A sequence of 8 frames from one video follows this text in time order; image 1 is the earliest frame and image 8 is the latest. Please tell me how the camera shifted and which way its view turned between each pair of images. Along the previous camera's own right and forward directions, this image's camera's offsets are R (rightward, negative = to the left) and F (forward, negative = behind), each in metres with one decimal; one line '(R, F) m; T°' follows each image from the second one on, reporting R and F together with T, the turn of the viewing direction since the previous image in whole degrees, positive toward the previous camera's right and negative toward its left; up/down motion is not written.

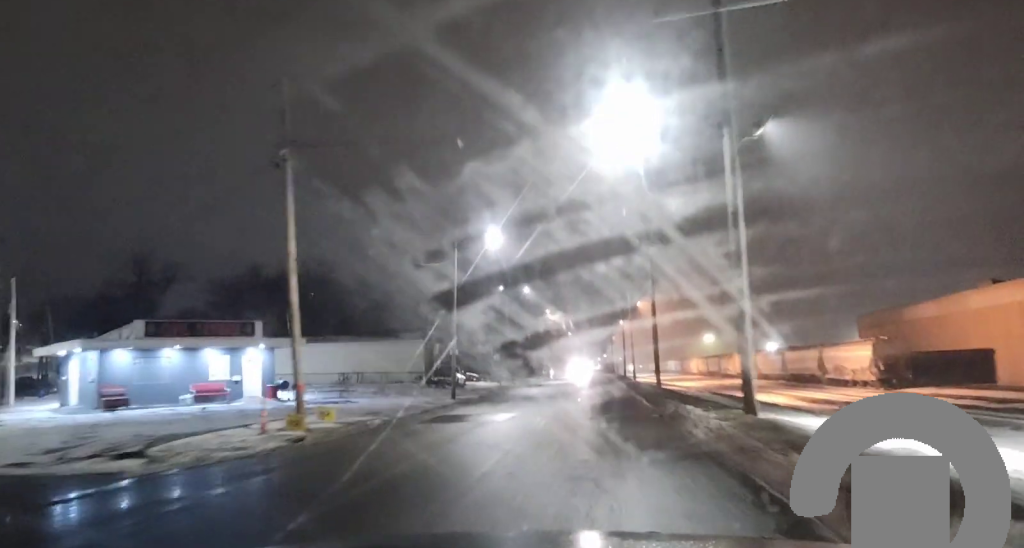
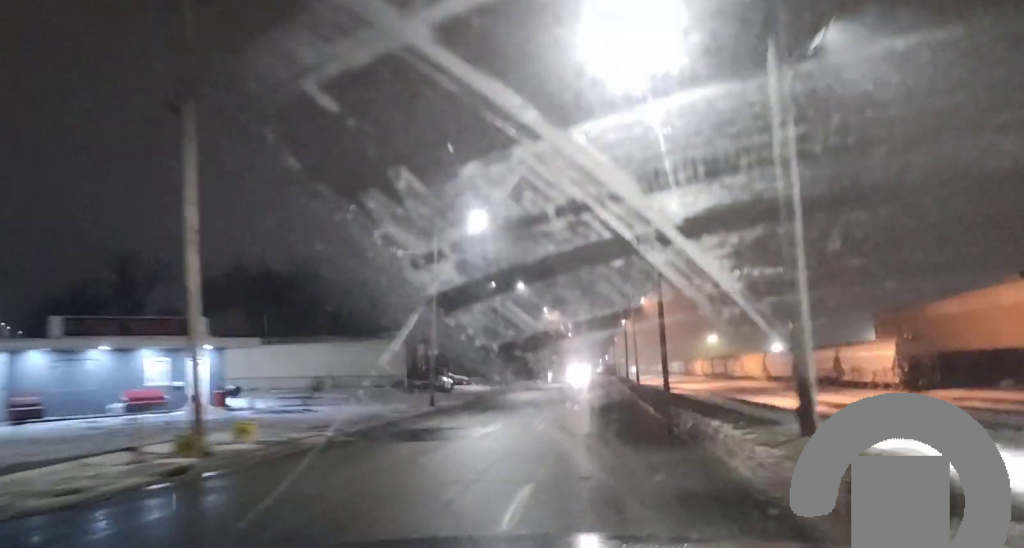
(+0.2, +5.7) m; 0°
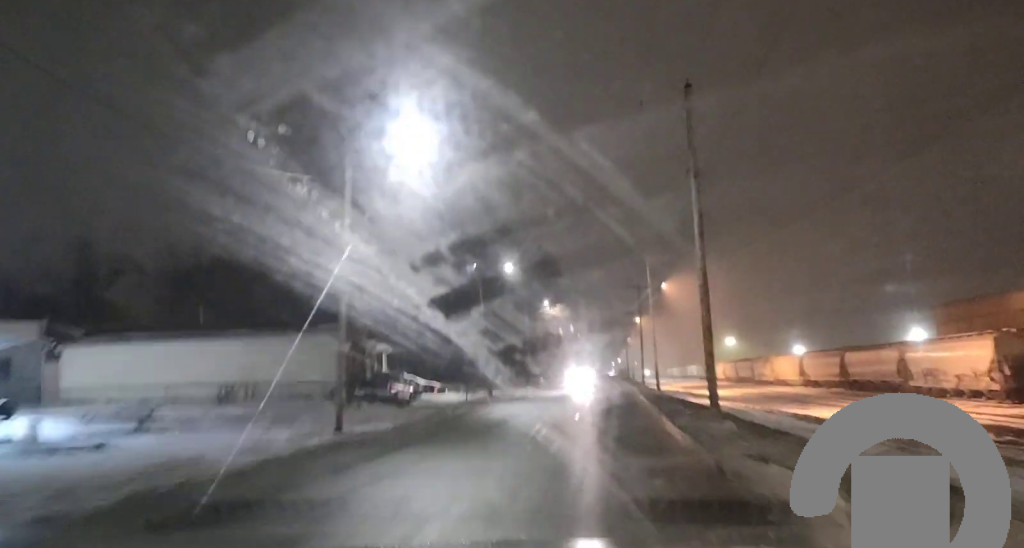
(-0.4, +15.7) m; -4°
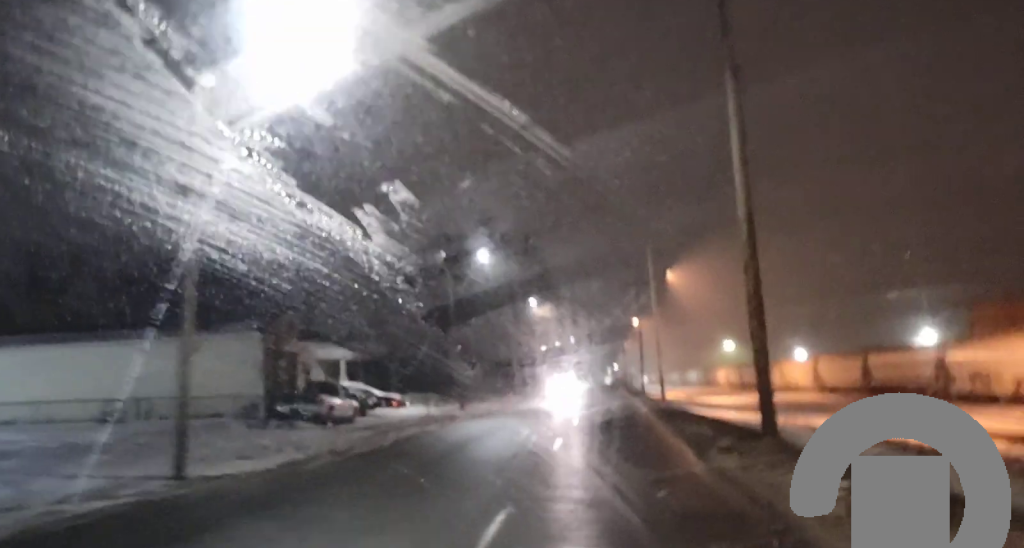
(-0.1, +9.4) m; +2°
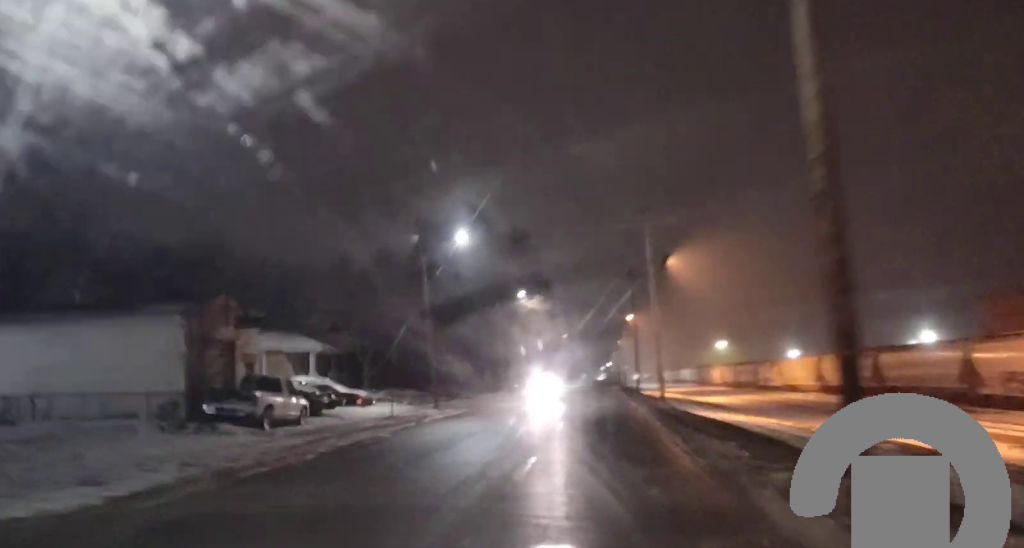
(+0.2, +6.5) m; 0°
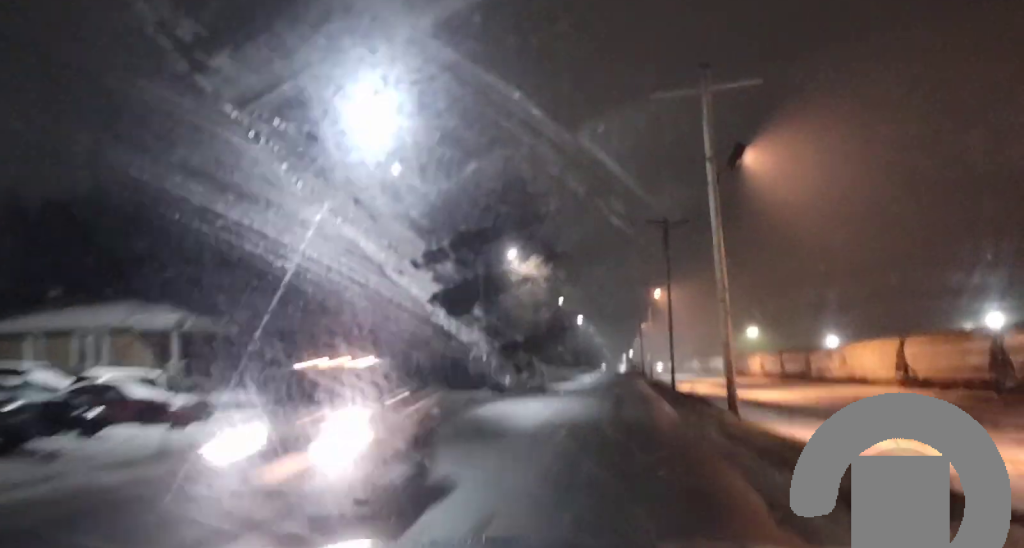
(-0.7, +19.3) m; -3°
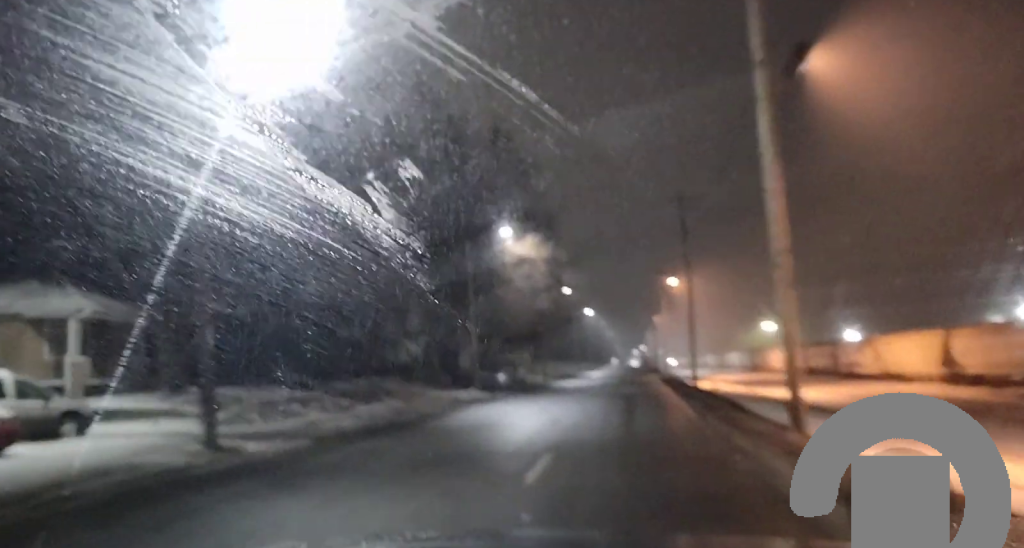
(+0.4, +7.4) m; +1°
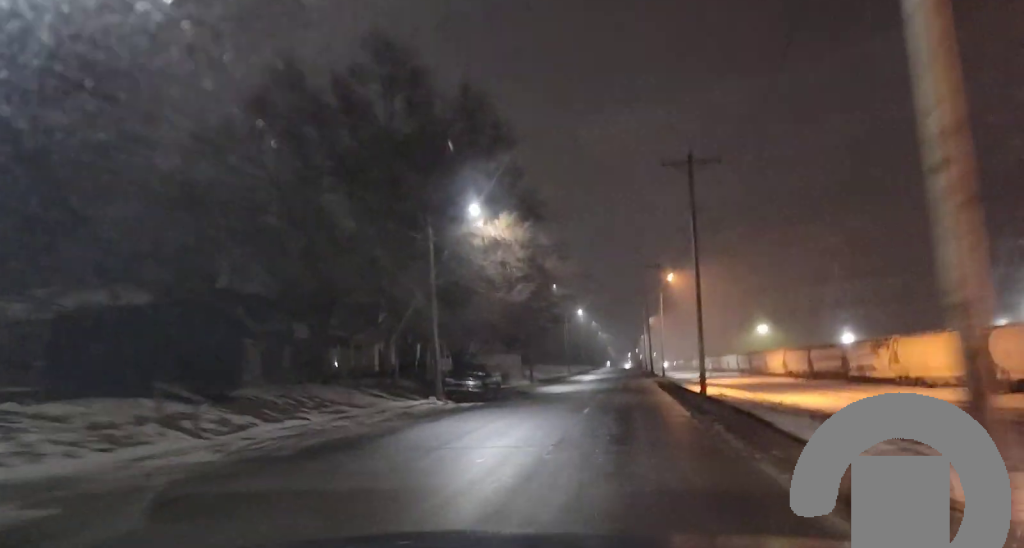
(+0.1, +9.0) m; 0°
